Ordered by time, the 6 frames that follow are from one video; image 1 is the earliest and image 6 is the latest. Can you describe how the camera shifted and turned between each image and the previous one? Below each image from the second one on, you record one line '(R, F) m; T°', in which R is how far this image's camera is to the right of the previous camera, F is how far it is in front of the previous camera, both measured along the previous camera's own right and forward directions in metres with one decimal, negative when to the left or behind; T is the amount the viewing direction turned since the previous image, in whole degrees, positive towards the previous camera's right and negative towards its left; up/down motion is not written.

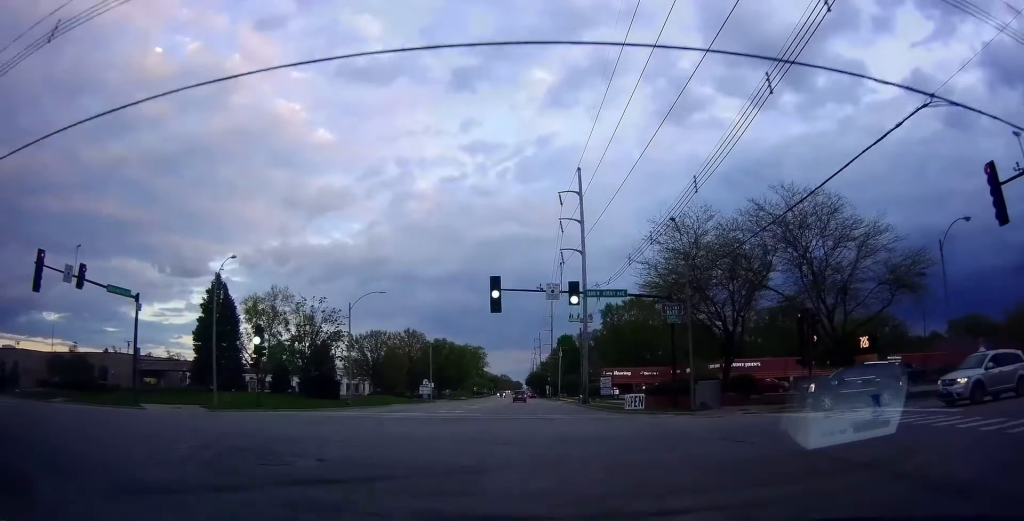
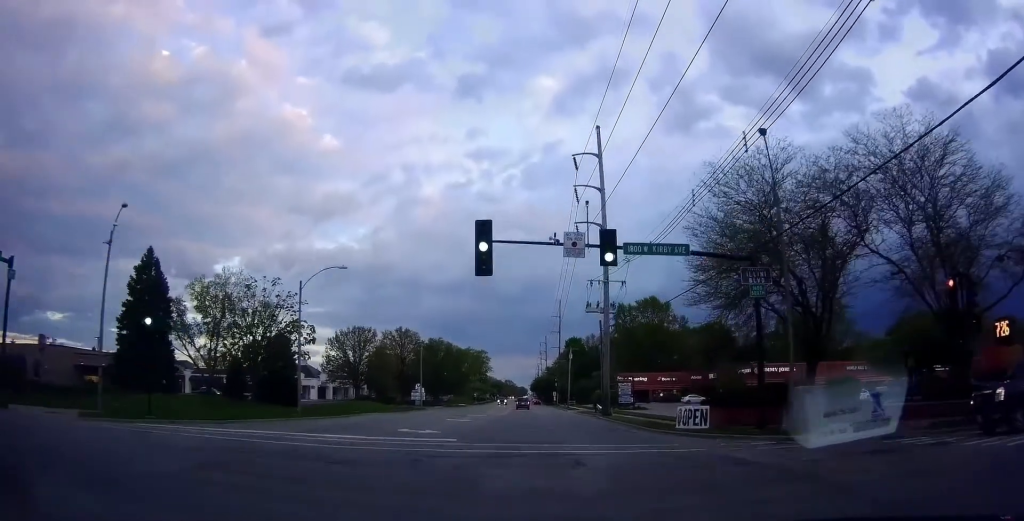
(0.0, +12.3) m; -2°
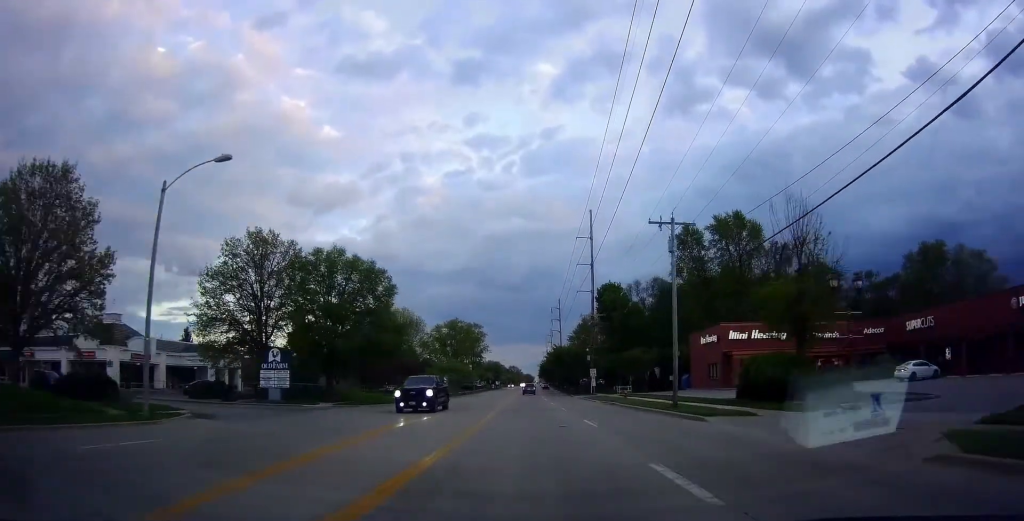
(+0.5, +60.8) m; +2°
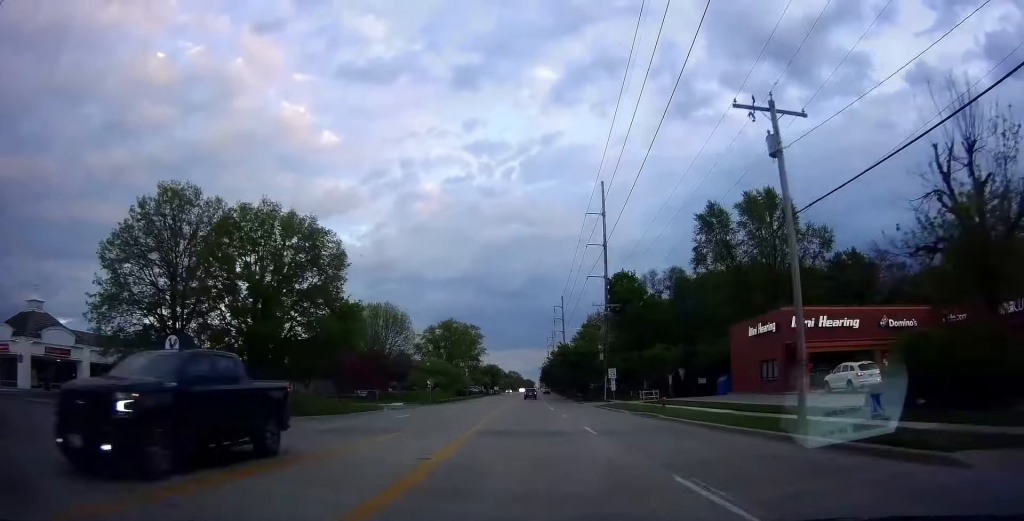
(+0.1, +12.9) m; -2°
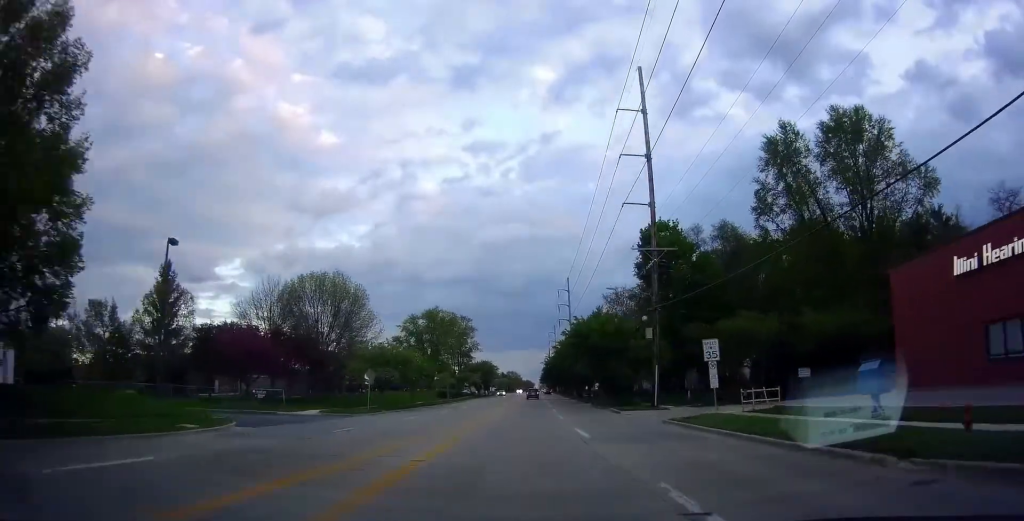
(-0.6, +24.9) m; +1°
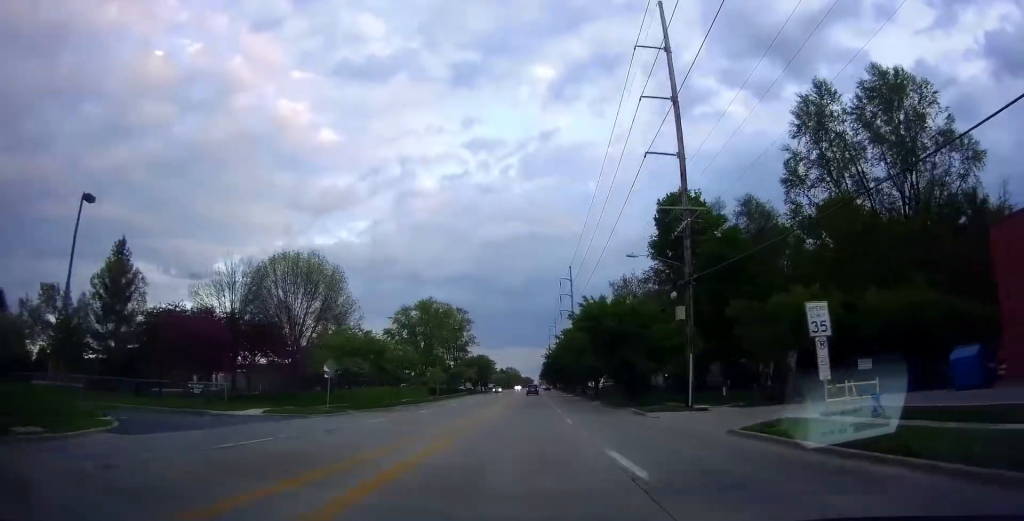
(+0.2, +8.4) m; +1°
